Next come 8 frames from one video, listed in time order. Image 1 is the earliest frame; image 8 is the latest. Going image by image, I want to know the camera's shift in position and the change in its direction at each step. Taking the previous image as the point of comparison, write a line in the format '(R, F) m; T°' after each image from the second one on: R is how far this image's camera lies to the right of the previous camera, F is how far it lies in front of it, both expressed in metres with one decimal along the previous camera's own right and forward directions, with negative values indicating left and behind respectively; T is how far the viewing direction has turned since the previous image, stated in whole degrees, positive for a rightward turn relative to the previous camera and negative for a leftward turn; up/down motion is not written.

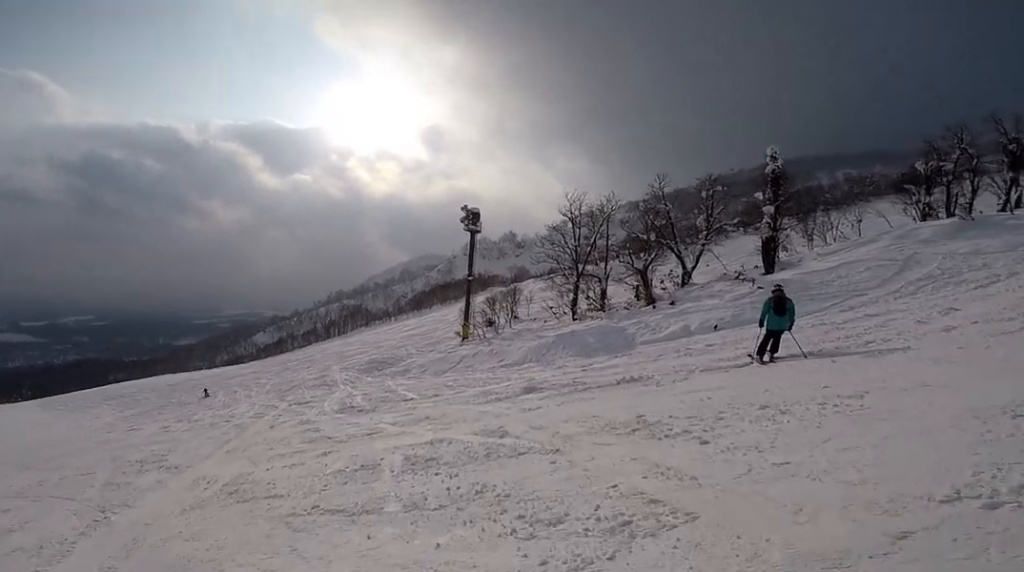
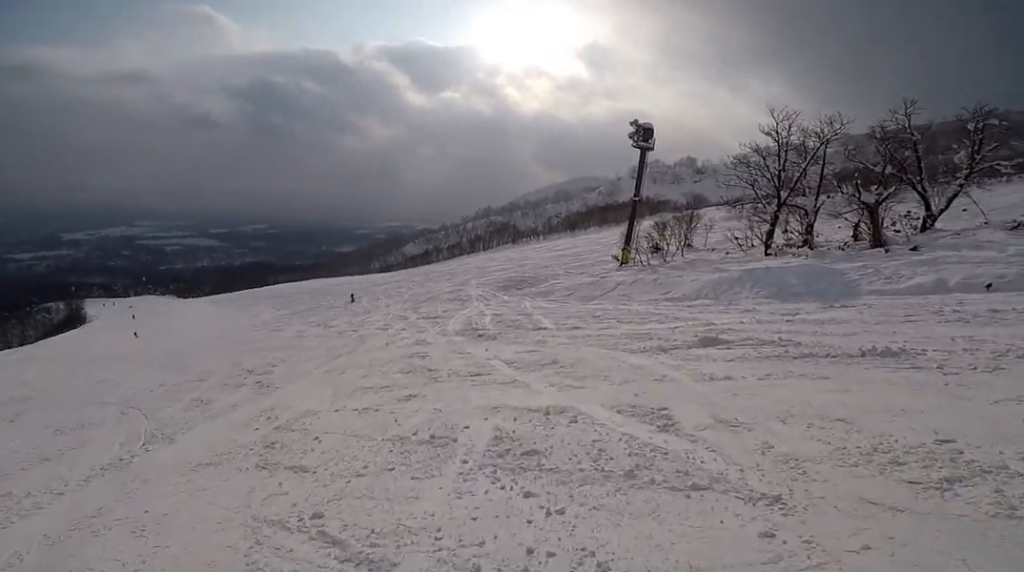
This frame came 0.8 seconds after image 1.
(-0.5, +3.6) m; -25°
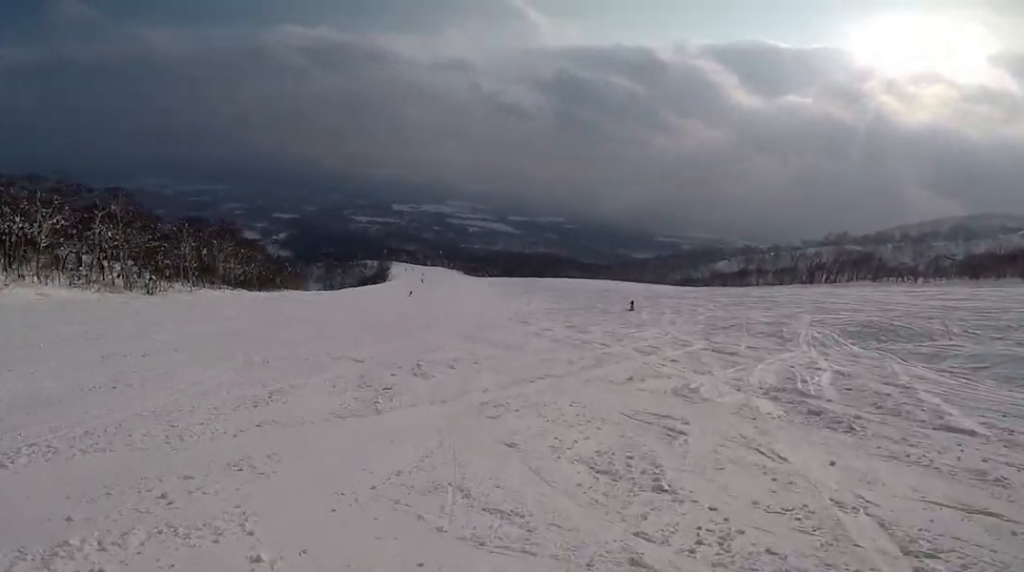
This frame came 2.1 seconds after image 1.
(-2.9, +6.5) m; -40°
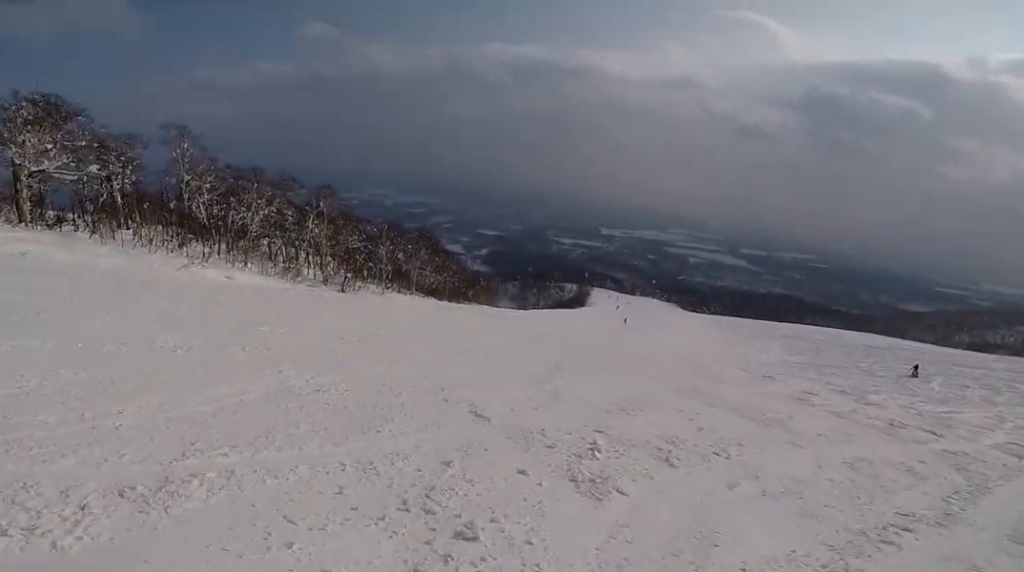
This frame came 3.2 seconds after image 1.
(-1.3, +5.8) m; -7°
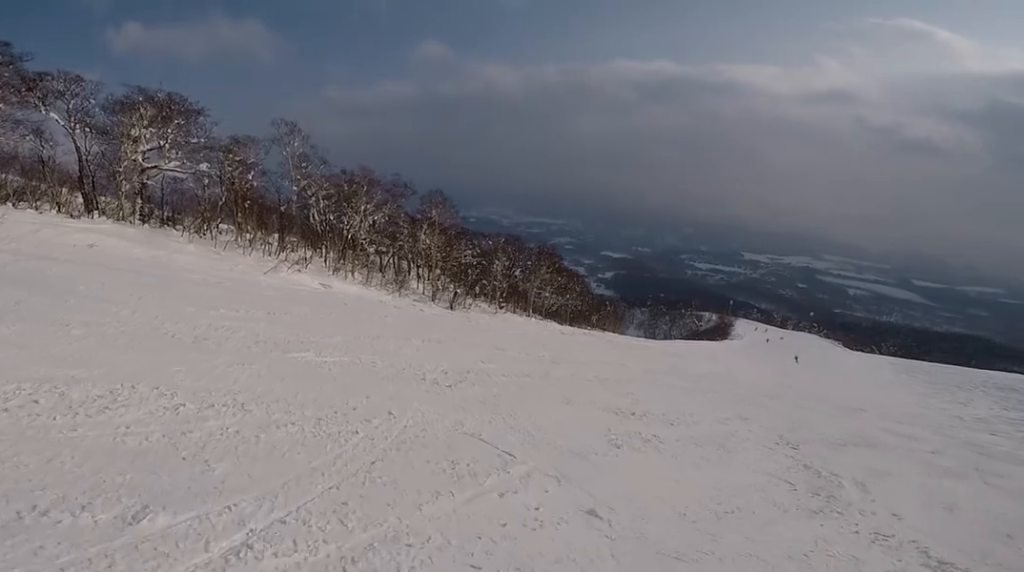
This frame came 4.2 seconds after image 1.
(+0.7, +5.9) m; +18°
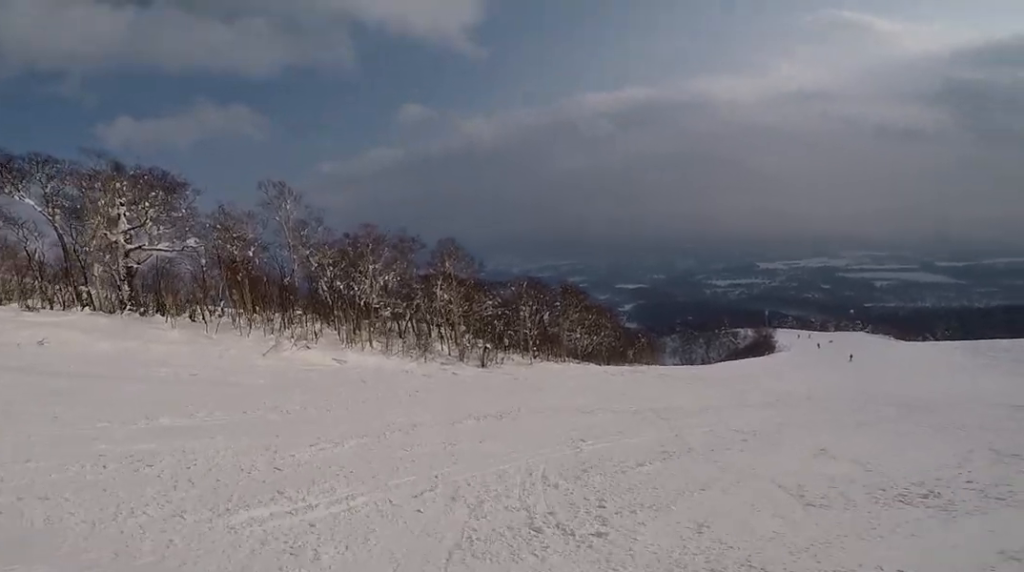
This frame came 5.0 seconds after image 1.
(+0.9, +5.0) m; +25°
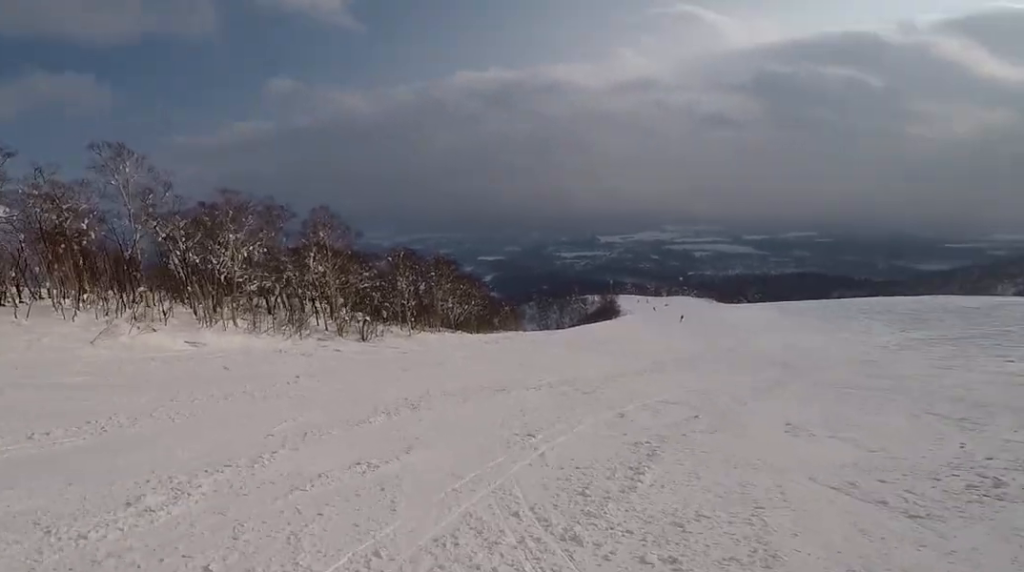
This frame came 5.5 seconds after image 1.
(-0.3, +2.7) m; +15°
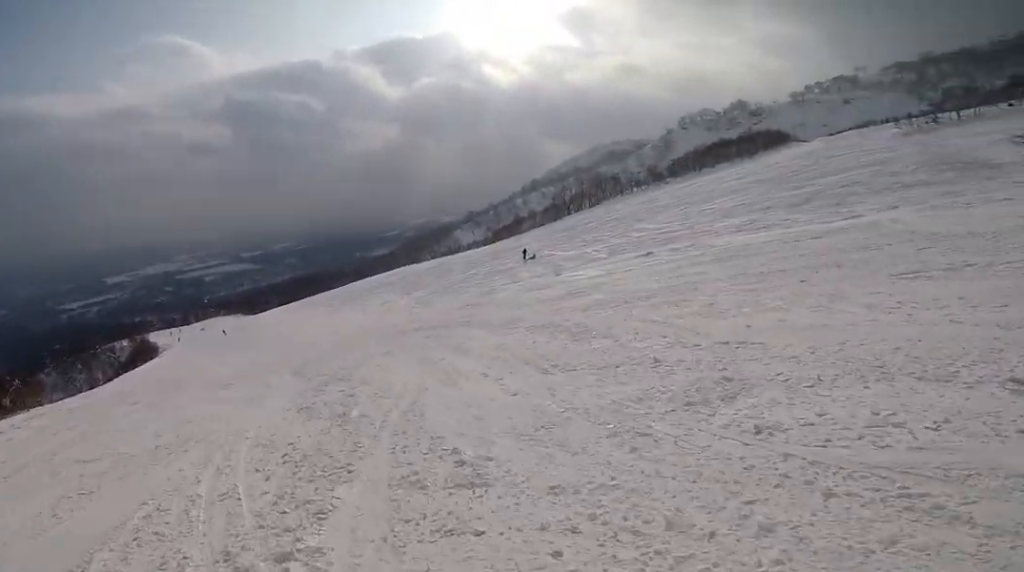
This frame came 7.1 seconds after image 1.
(+4.4, +6.8) m; +37°
